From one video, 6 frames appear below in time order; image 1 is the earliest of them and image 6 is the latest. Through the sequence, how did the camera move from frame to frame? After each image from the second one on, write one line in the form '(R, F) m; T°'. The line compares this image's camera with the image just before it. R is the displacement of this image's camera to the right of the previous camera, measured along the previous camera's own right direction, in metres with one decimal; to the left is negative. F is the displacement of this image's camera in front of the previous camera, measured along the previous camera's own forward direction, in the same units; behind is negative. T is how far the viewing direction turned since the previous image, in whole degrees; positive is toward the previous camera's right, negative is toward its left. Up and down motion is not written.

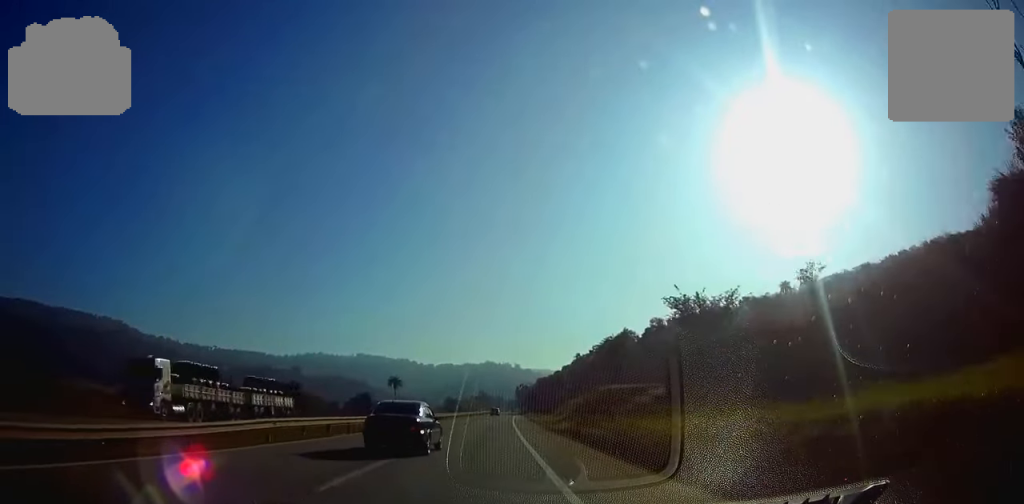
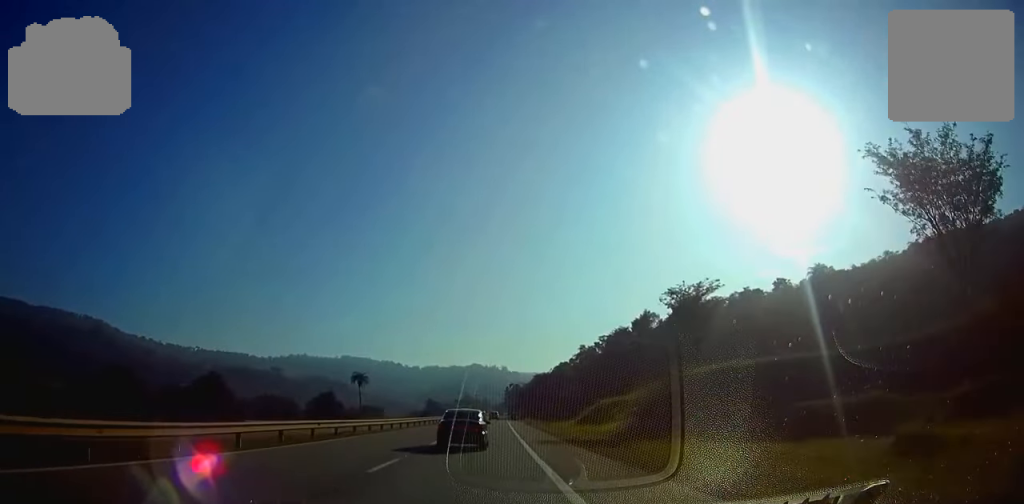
(+0.3, +43.3) m; +1°
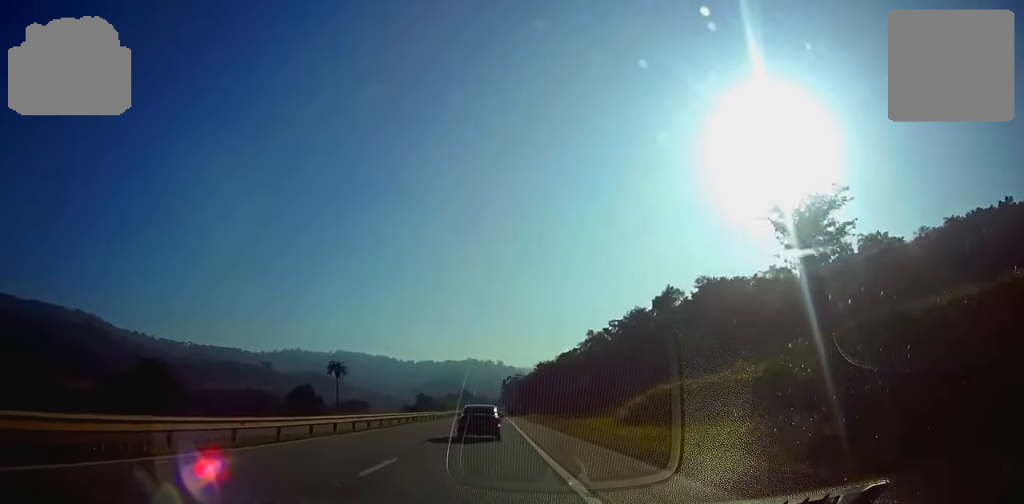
(+0.1, +24.8) m; 0°
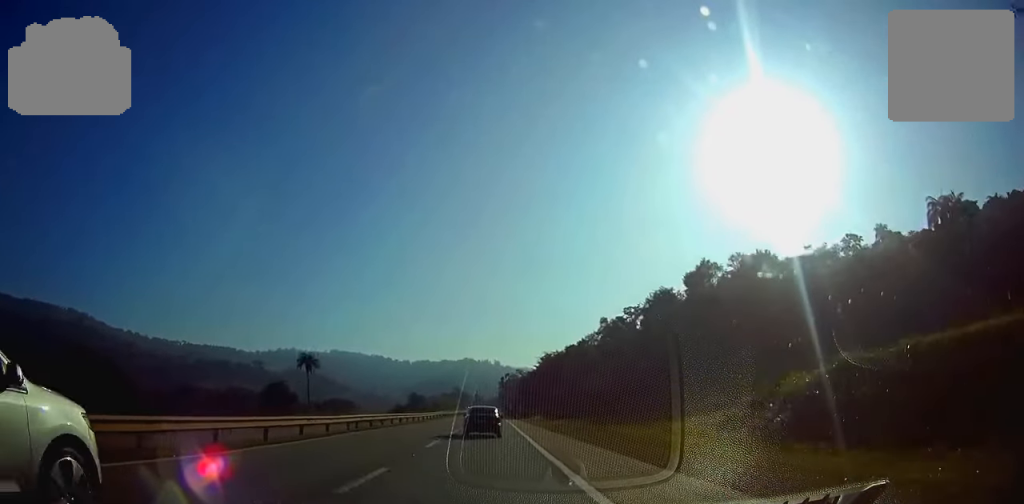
(0.0, +25.7) m; 0°
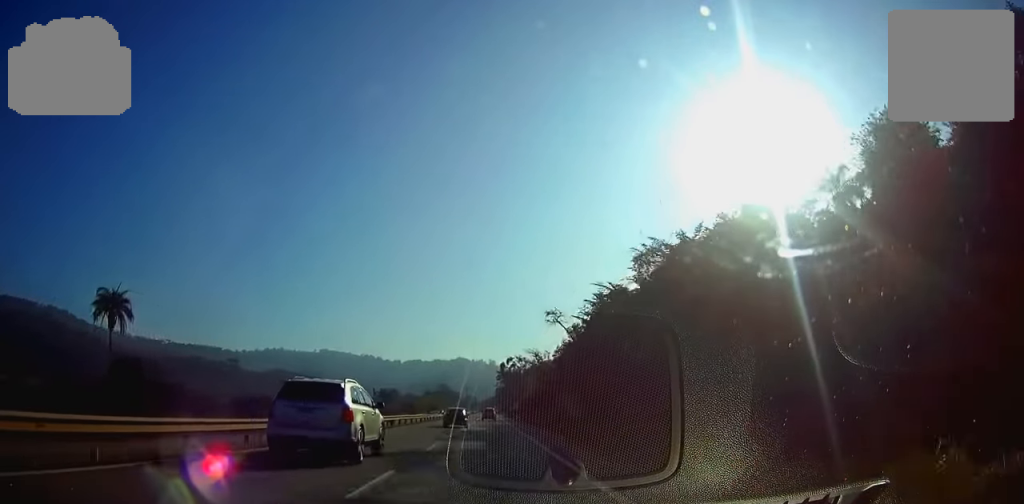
(+0.5, +82.7) m; +1°
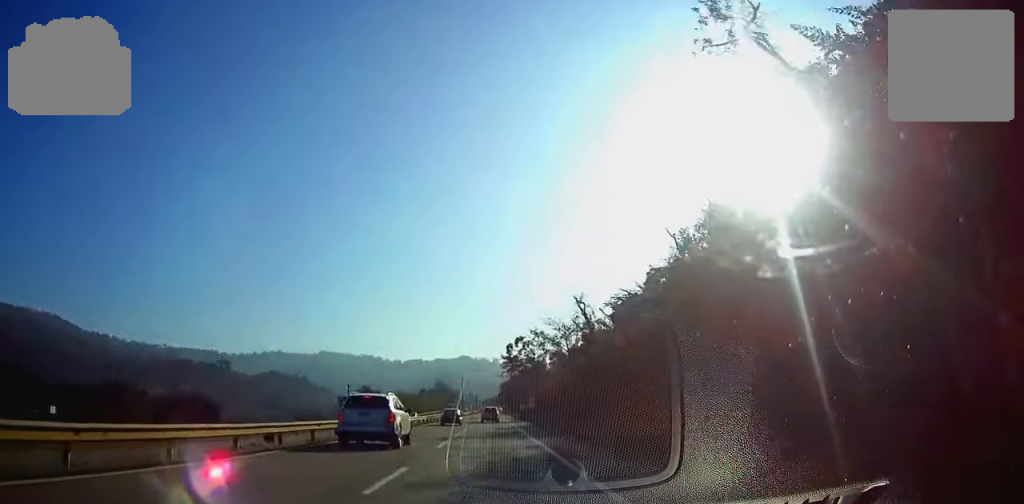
(+0.1, +45.2) m; 0°
